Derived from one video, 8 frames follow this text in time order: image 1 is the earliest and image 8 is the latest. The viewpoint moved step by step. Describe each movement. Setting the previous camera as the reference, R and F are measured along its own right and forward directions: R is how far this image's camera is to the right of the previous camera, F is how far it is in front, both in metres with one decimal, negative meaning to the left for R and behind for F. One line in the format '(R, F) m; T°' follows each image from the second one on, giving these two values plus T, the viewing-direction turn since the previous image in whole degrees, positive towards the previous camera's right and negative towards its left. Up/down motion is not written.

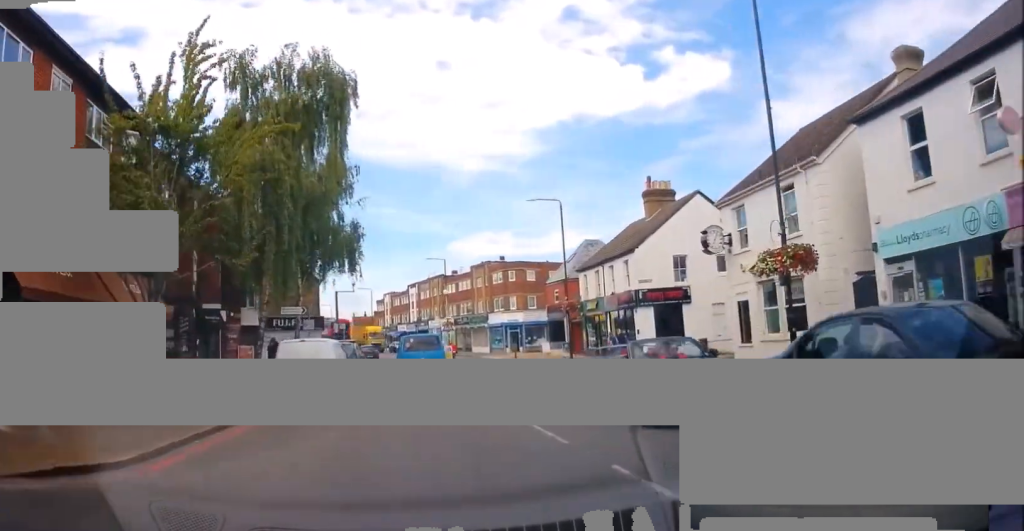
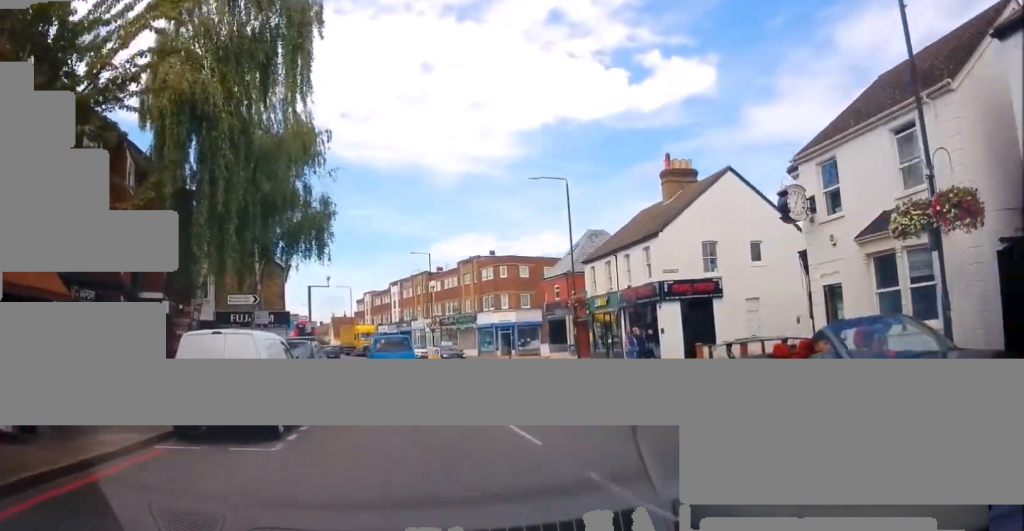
(-0.1, +5.8) m; 0°
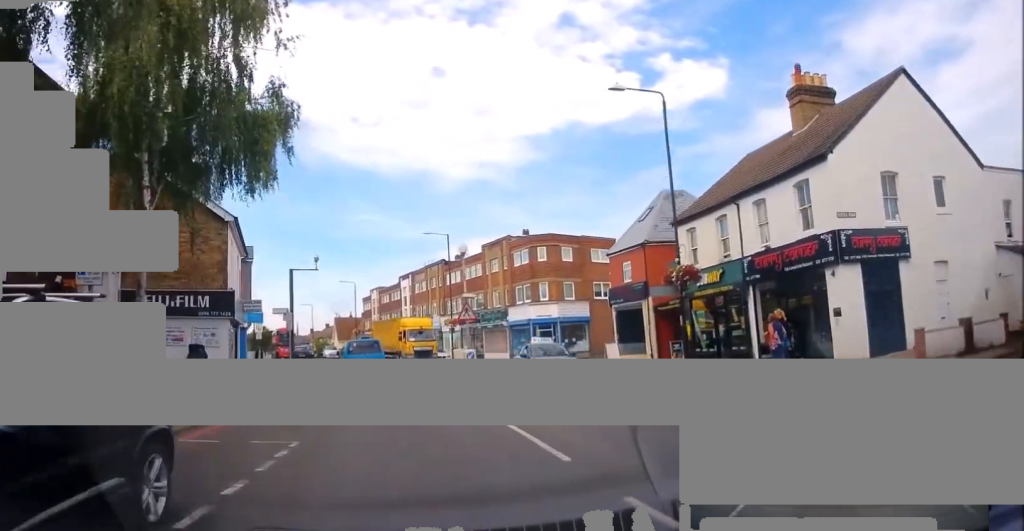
(+0.7, +13.0) m; +5°
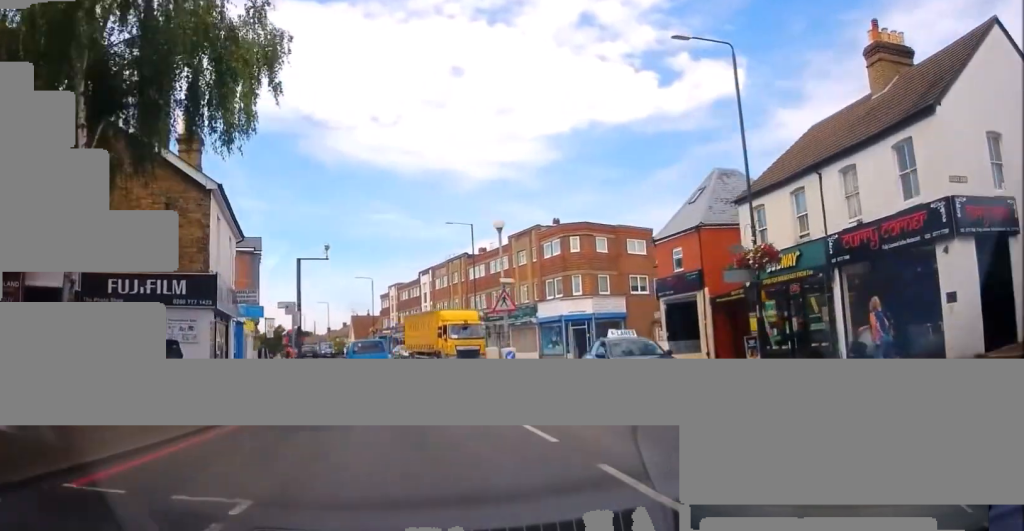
(0.0, +4.3) m; 0°
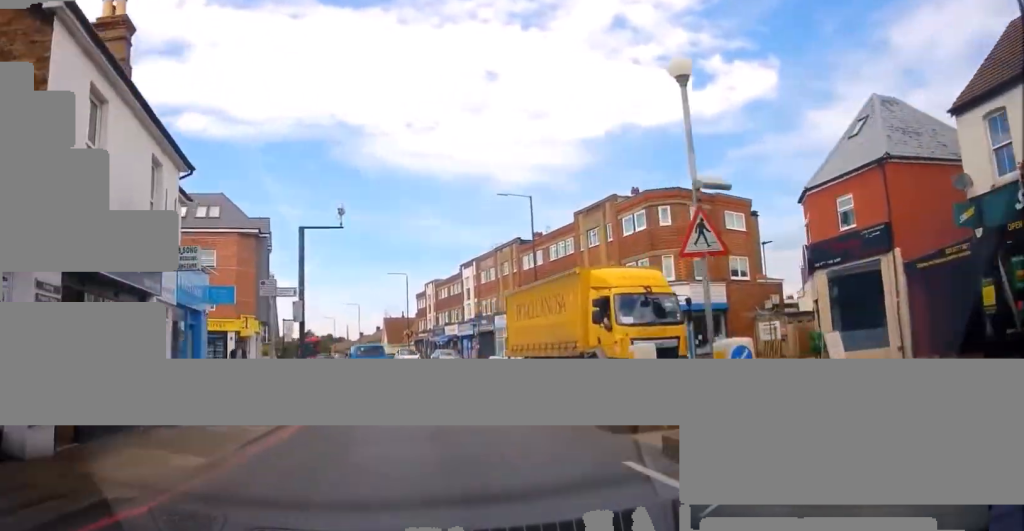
(-0.2, +10.0) m; -6°
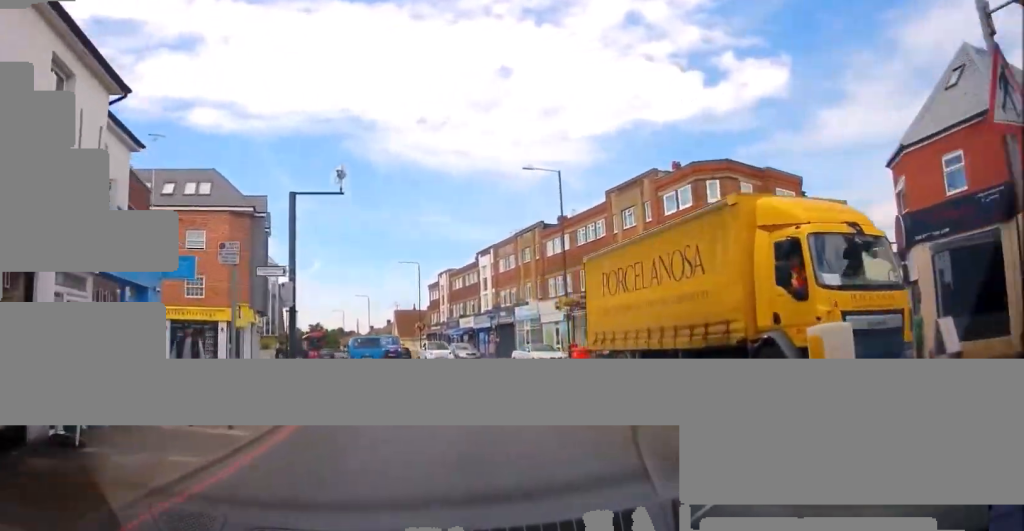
(-0.1, +4.5) m; -4°
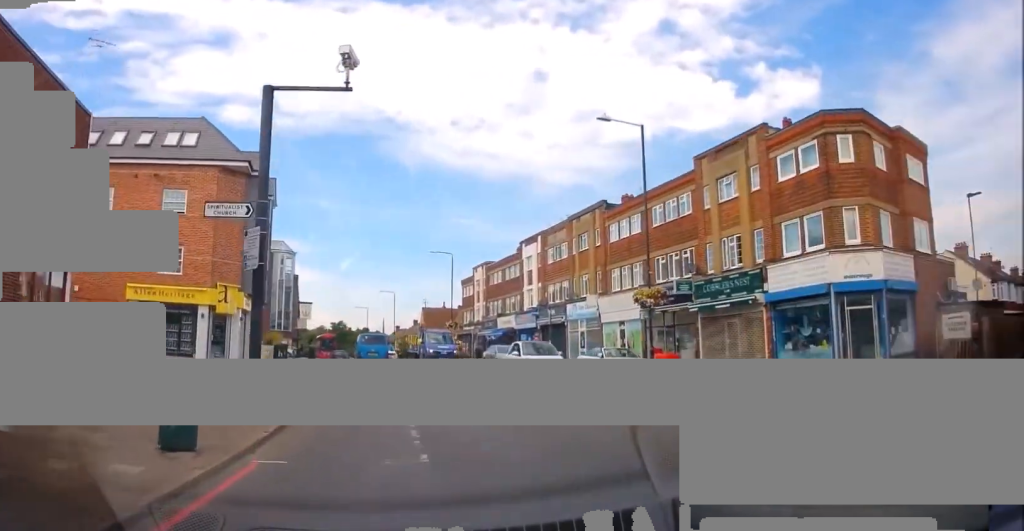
(-0.6, +8.2) m; -2°
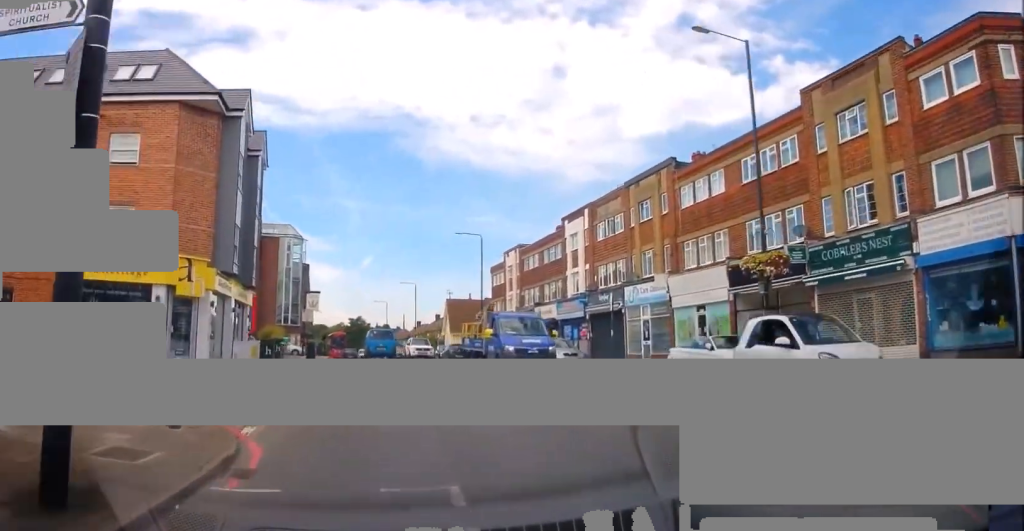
(+0.3, +7.6) m; +2°
